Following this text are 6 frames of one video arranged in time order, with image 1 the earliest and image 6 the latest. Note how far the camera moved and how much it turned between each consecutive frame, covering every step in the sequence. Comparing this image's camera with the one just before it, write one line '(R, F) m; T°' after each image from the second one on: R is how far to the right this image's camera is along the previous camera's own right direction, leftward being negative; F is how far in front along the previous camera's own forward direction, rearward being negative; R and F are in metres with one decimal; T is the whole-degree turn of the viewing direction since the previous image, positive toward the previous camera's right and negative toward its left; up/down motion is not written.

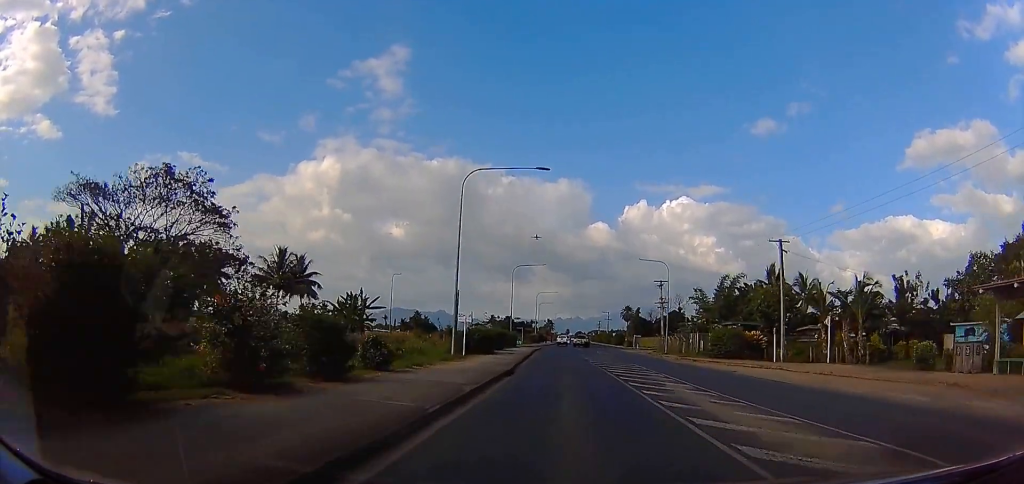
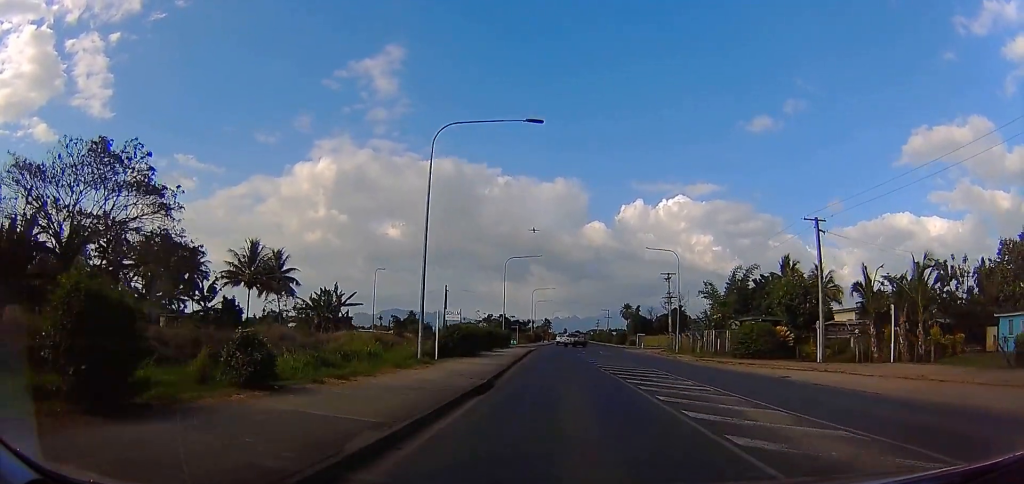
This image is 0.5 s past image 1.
(0.0, +7.0) m; 0°
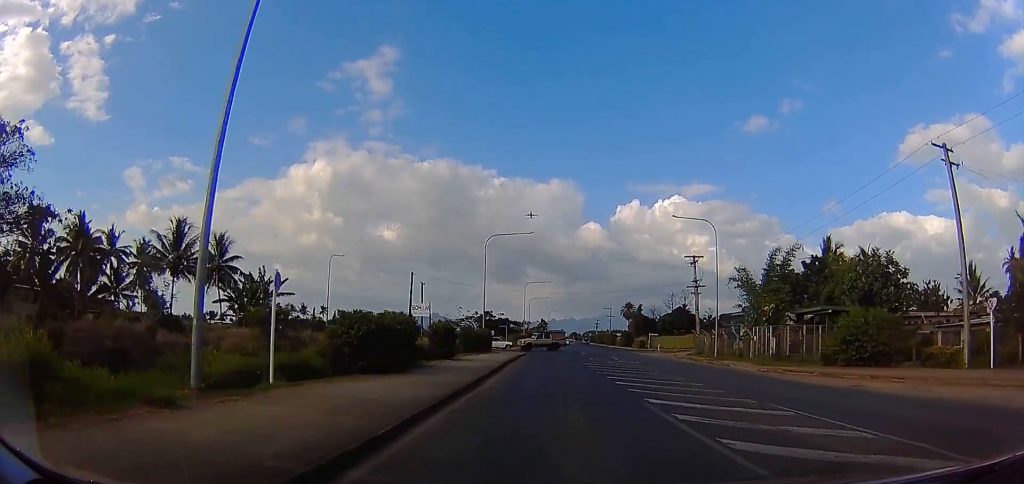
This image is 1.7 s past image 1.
(0.0, +14.9) m; 0°
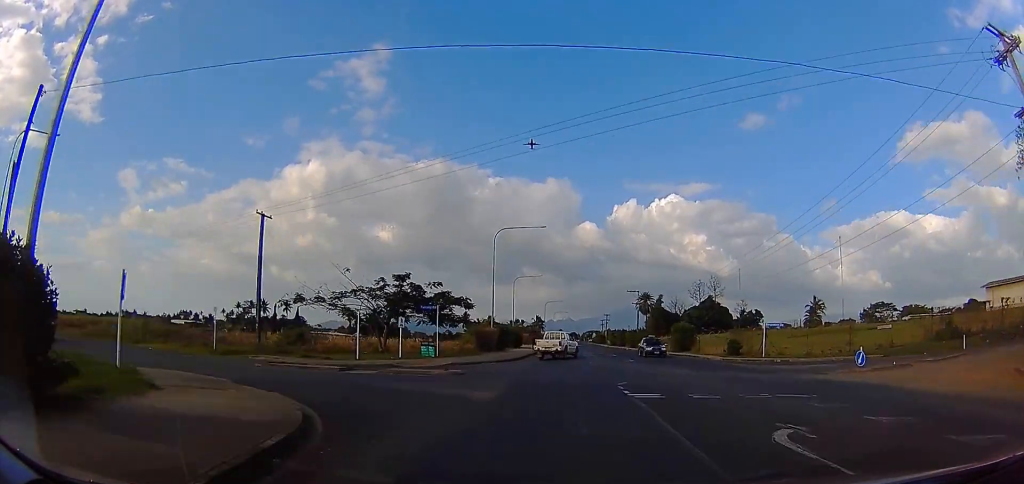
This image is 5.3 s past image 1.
(0.0, +43.0) m; 0°
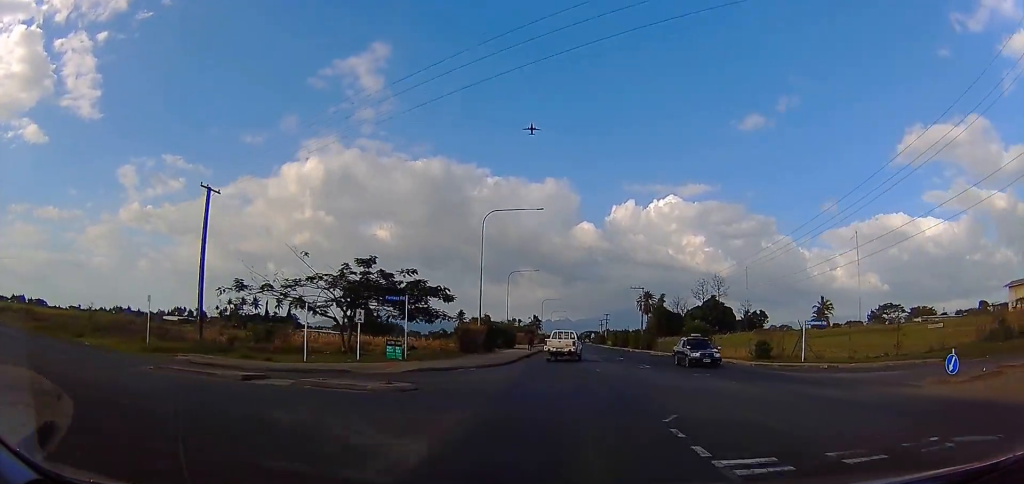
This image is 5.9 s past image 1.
(0.0, +6.1) m; 0°
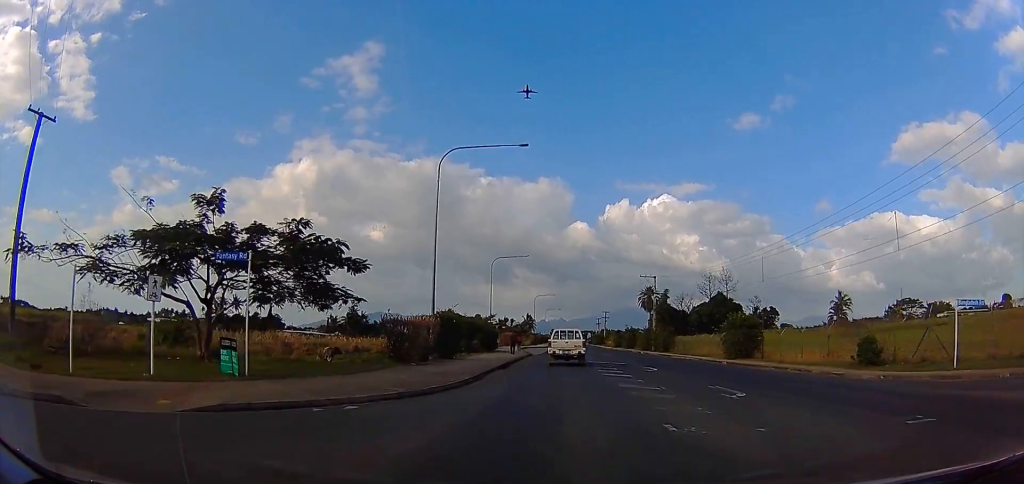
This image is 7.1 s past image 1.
(+0.1, +13.2) m; +1°
